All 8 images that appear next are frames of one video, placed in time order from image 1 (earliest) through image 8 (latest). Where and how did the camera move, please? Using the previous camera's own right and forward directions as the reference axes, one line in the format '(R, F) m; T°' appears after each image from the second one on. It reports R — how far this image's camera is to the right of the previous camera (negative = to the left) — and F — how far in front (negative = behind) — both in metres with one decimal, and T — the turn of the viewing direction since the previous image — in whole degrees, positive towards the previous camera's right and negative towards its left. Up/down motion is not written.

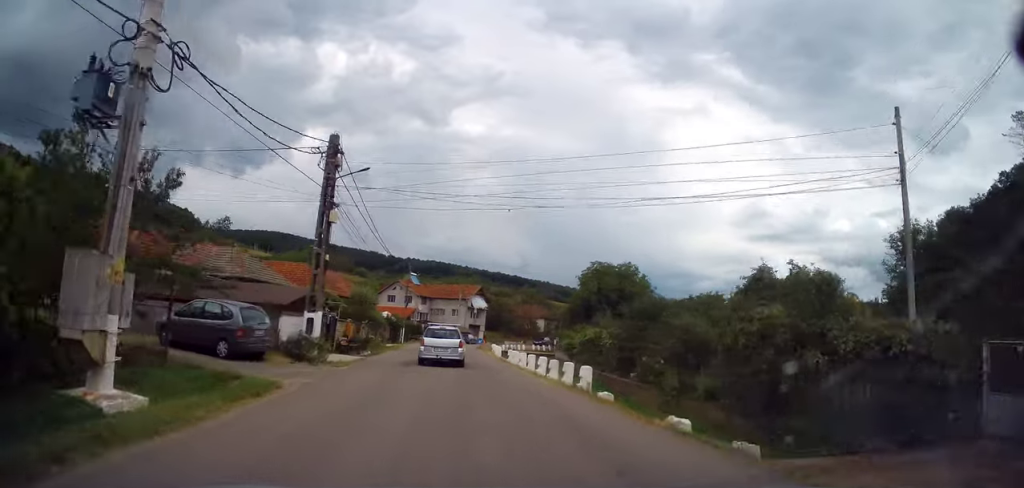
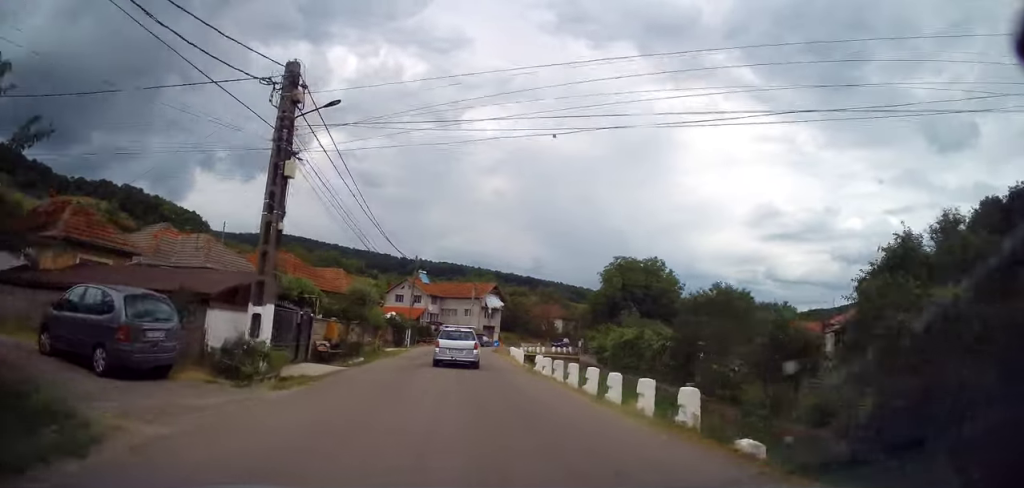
(0.0, +6.2) m; 0°
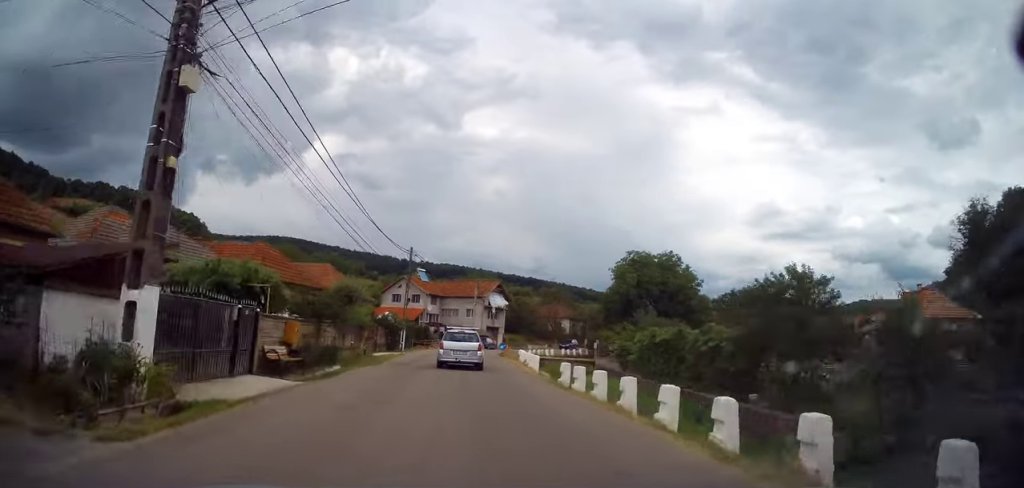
(0.0, +5.4) m; 0°
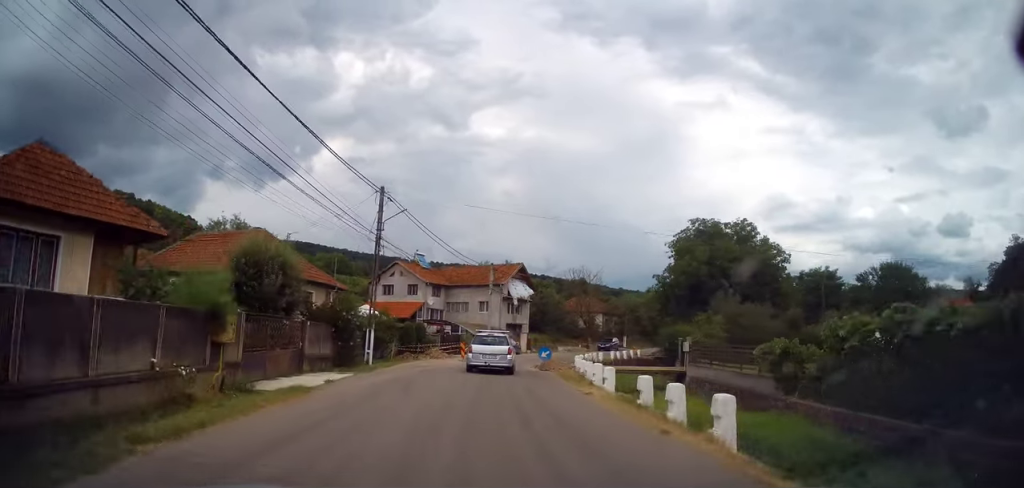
(-0.5, +17.3) m; -3°
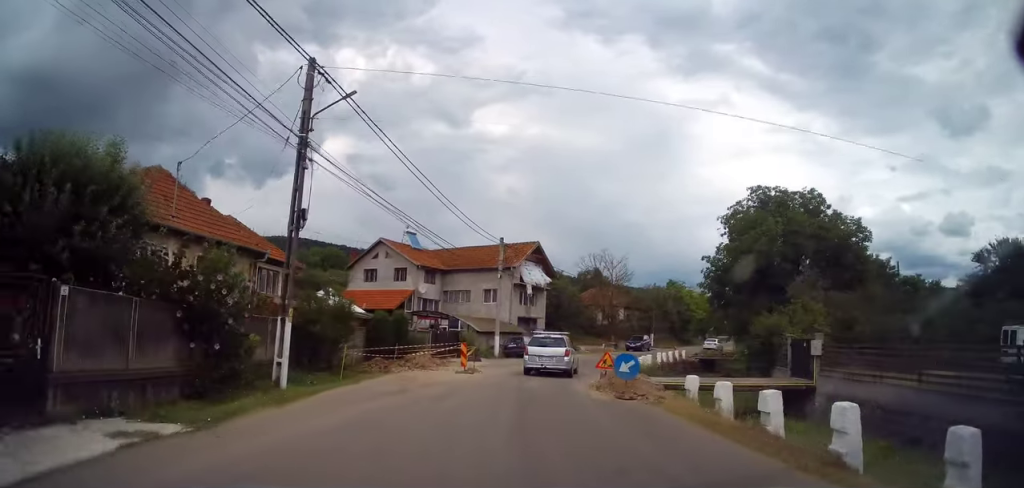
(-0.1, +11.2) m; +3°
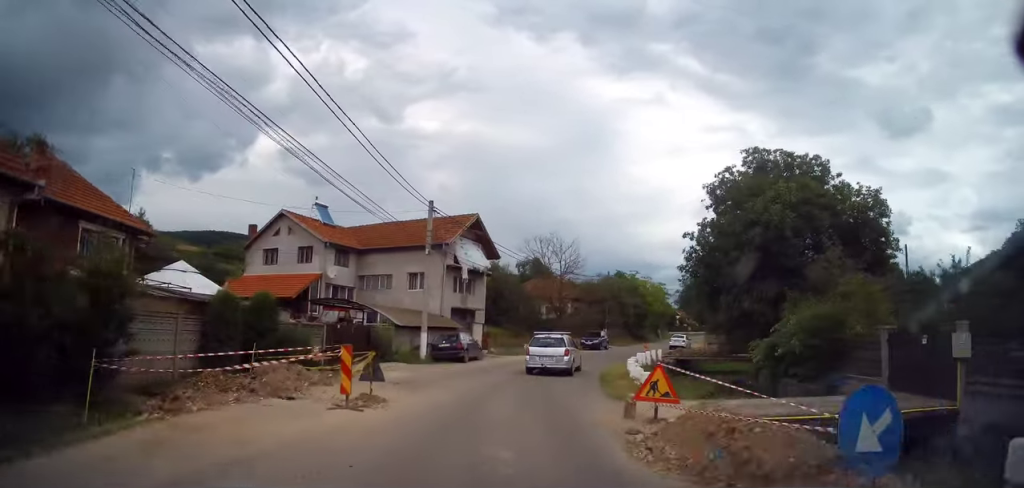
(+0.5, +9.6) m; +6°
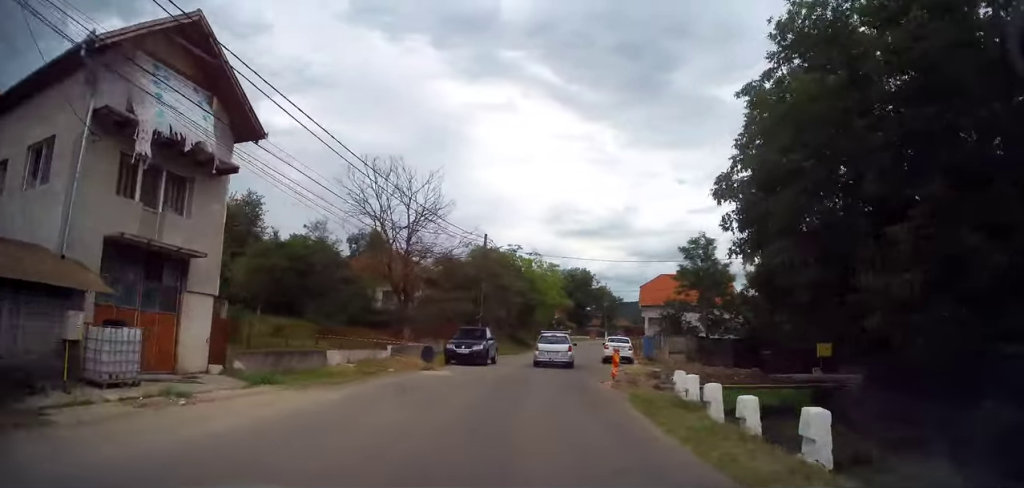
(+3.6, +24.7) m; +16°
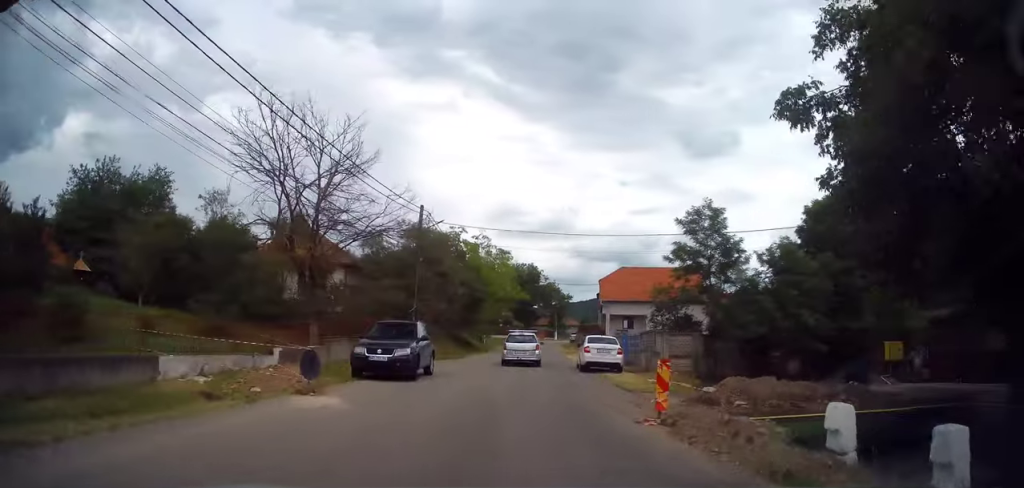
(+0.4, +8.2) m; +5°
